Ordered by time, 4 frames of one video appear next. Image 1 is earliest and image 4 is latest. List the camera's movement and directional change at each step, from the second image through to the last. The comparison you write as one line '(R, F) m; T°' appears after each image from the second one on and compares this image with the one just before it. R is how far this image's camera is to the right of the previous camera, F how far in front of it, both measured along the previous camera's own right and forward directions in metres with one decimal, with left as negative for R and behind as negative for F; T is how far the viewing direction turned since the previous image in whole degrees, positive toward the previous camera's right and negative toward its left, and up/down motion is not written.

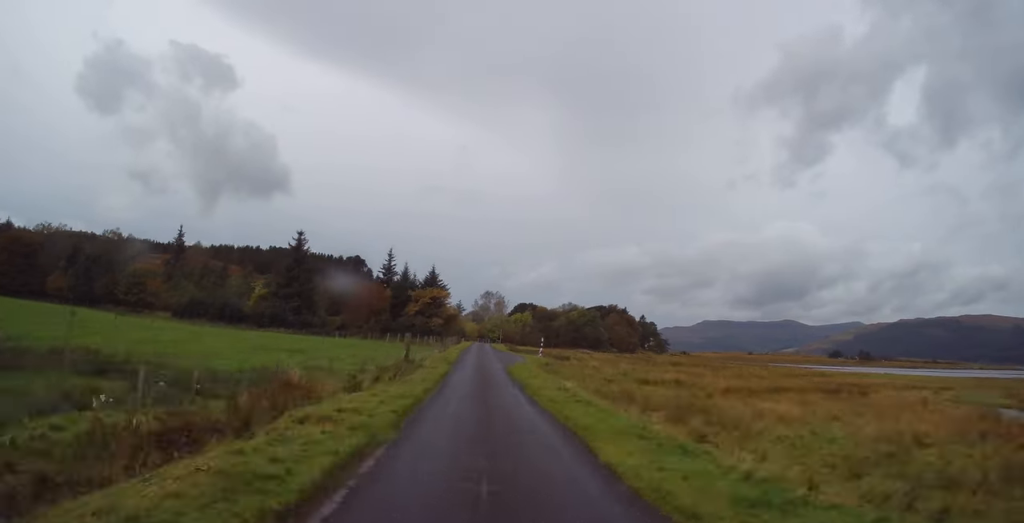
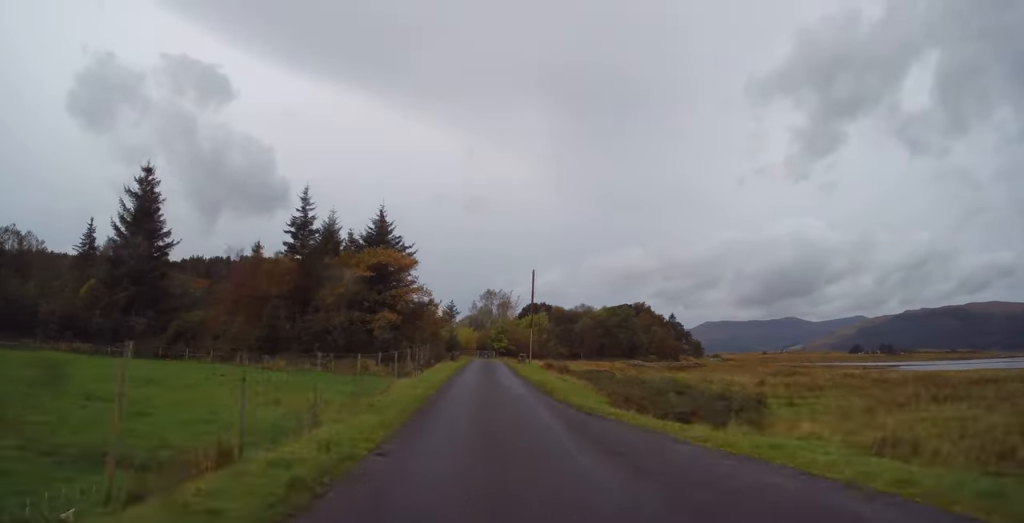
(0.0, +46.8) m; +1°
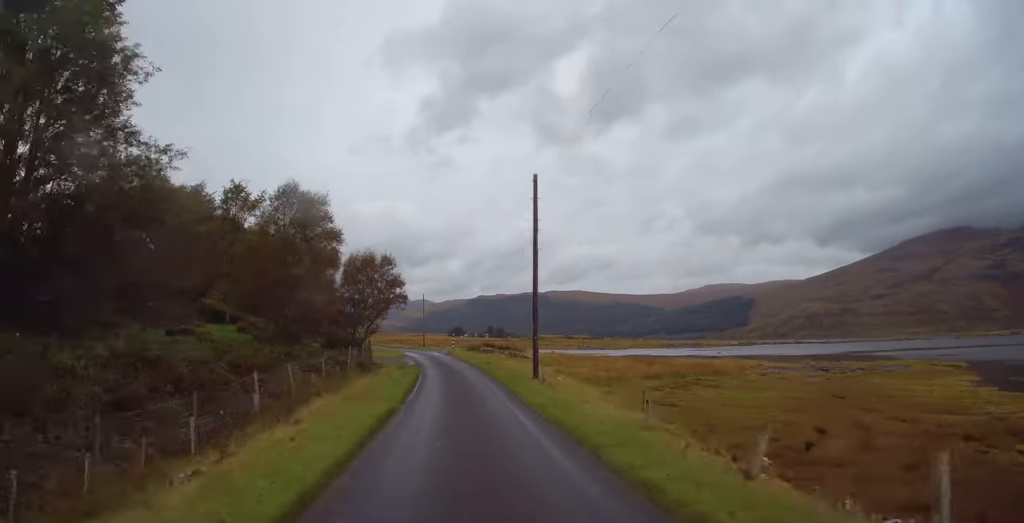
(+53.2, +187.2) m; +32°
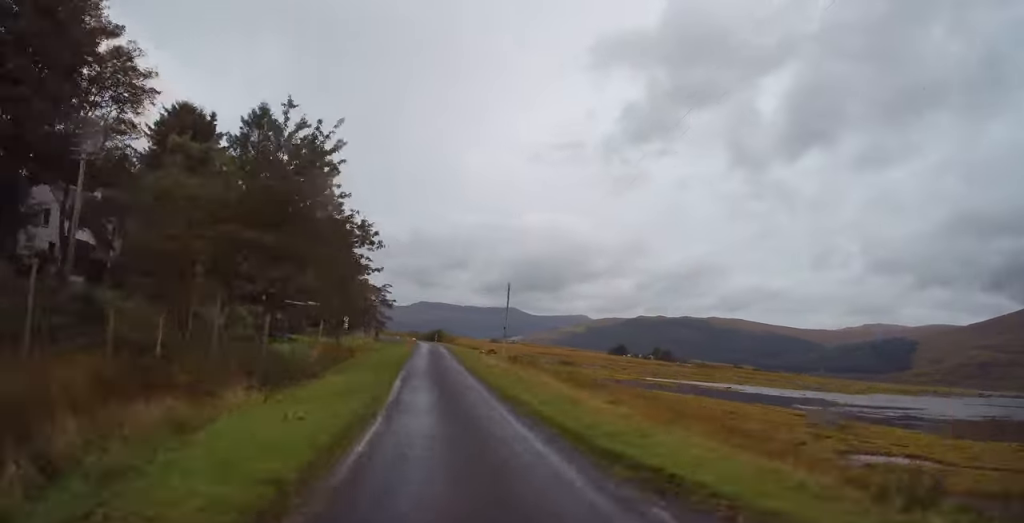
(-5.4, +85.3) m; -10°
